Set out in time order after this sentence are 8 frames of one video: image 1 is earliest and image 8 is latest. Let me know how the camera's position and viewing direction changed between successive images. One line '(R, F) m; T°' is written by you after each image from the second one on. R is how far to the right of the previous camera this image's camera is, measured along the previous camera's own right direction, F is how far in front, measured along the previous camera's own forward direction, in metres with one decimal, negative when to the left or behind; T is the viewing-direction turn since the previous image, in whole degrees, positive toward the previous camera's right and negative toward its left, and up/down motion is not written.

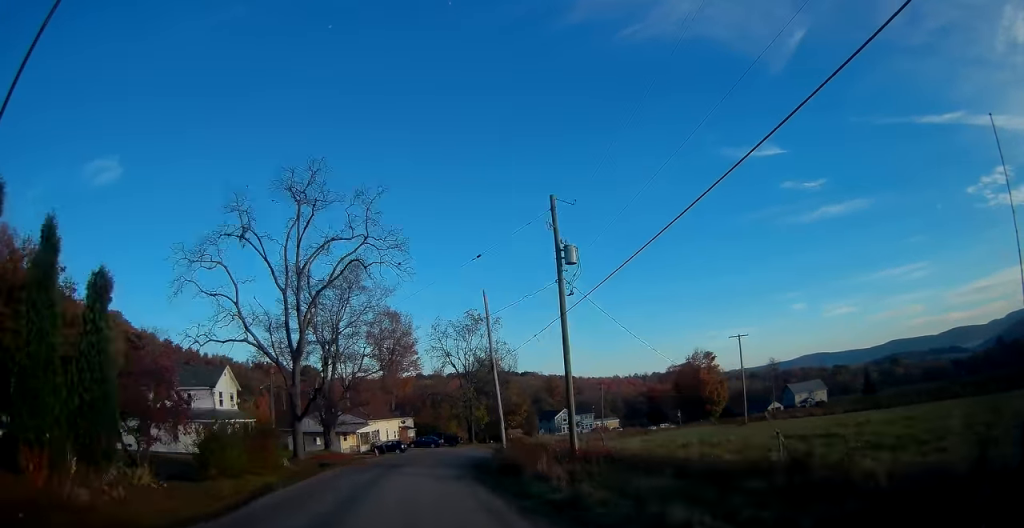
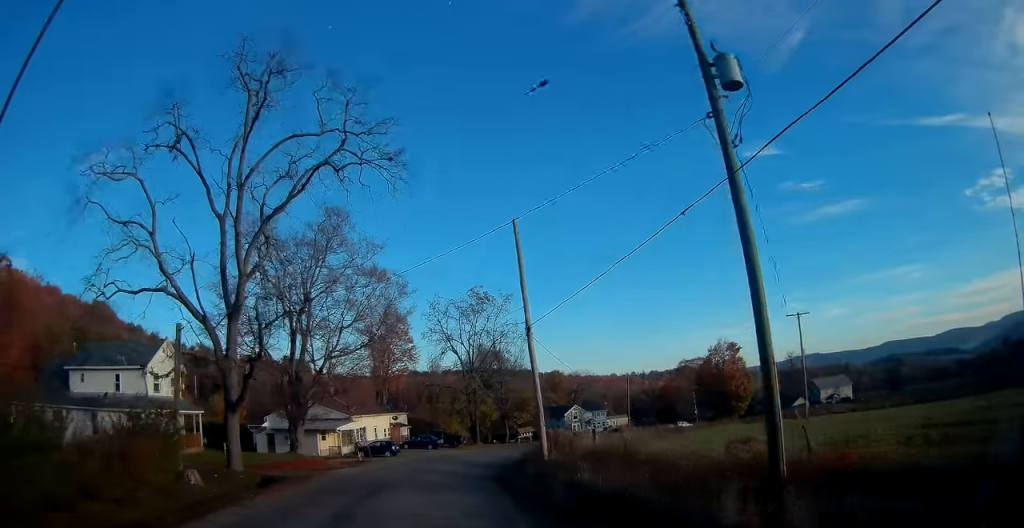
(+0.1, +12.4) m; +1°
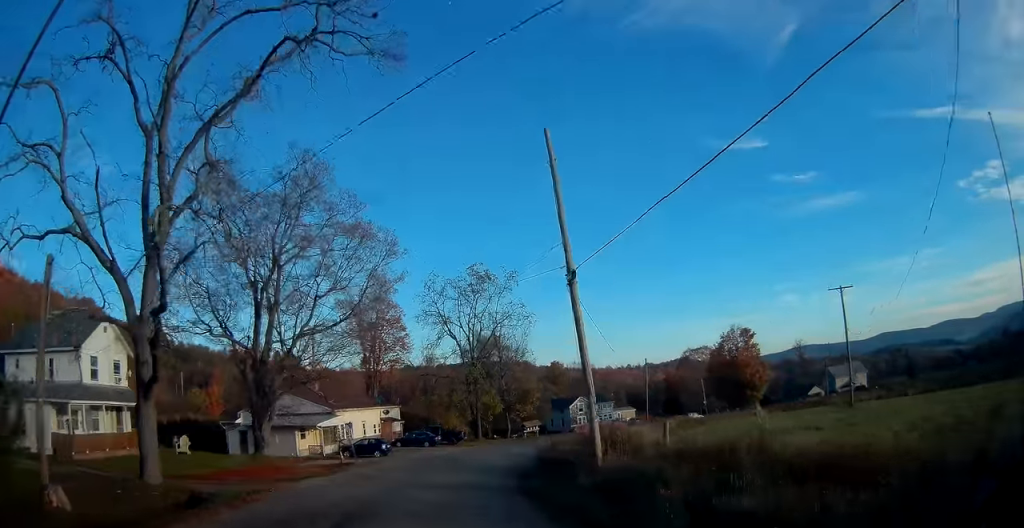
(0.0, +7.7) m; +1°
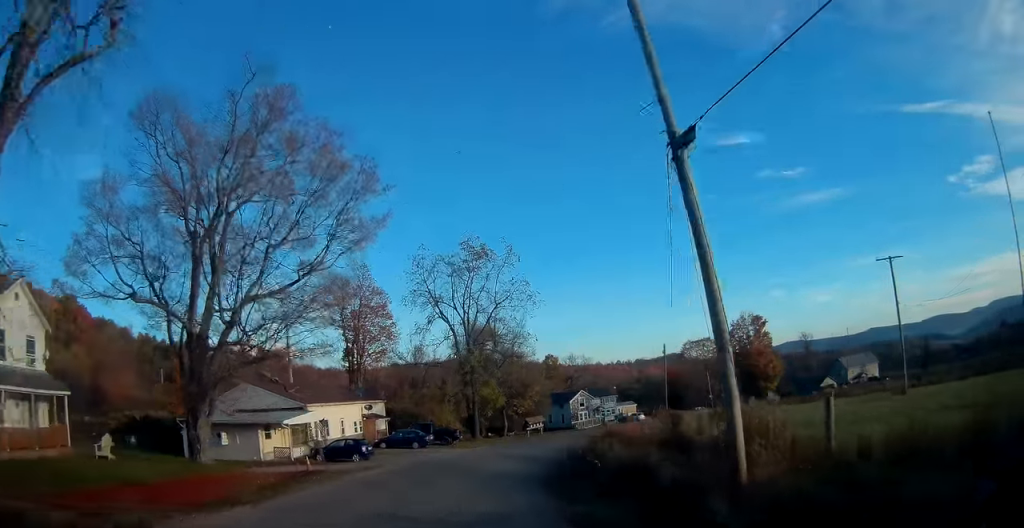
(+0.1, +8.1) m; +1°
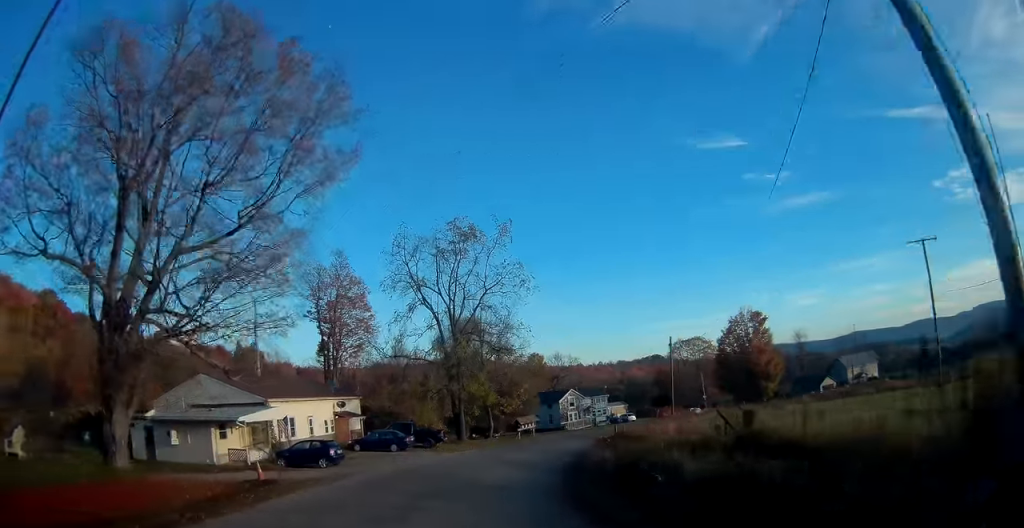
(0.0, +5.8) m; +1°
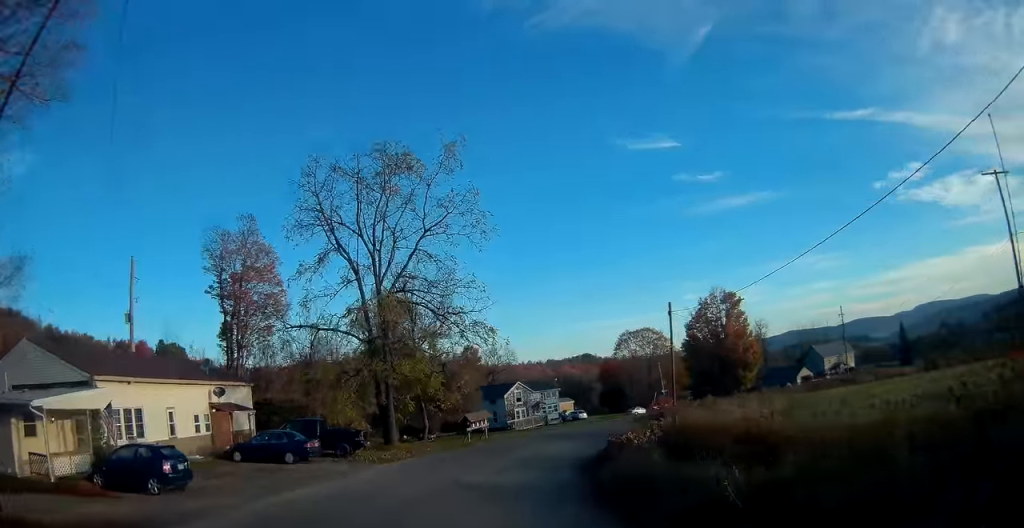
(+0.4, +13.7) m; +5°
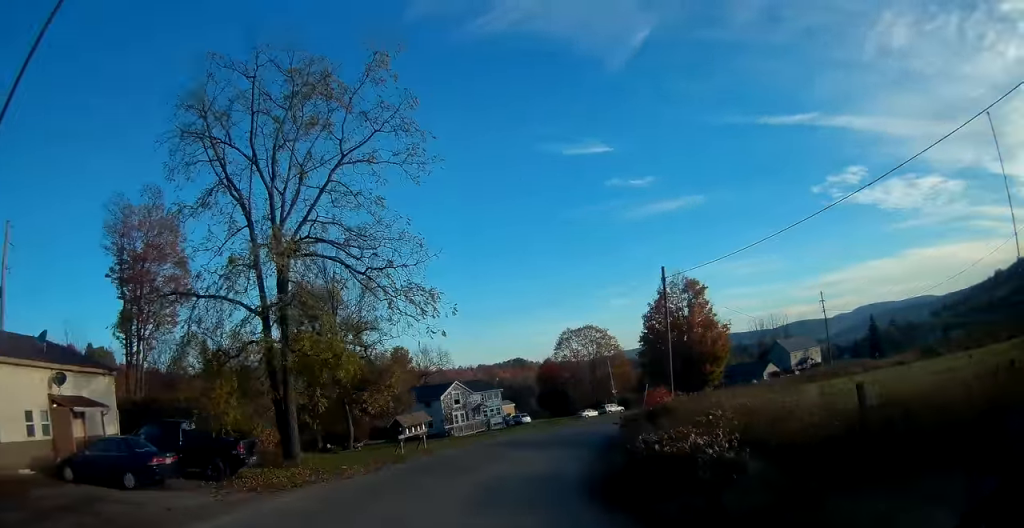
(+0.6, +9.5) m; +7°
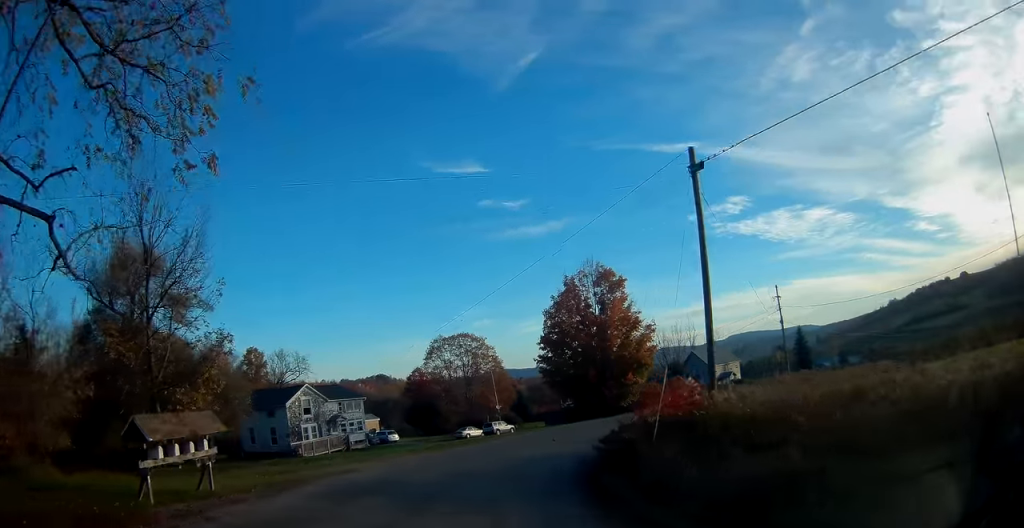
(+2.1, +15.6) m; +14°
